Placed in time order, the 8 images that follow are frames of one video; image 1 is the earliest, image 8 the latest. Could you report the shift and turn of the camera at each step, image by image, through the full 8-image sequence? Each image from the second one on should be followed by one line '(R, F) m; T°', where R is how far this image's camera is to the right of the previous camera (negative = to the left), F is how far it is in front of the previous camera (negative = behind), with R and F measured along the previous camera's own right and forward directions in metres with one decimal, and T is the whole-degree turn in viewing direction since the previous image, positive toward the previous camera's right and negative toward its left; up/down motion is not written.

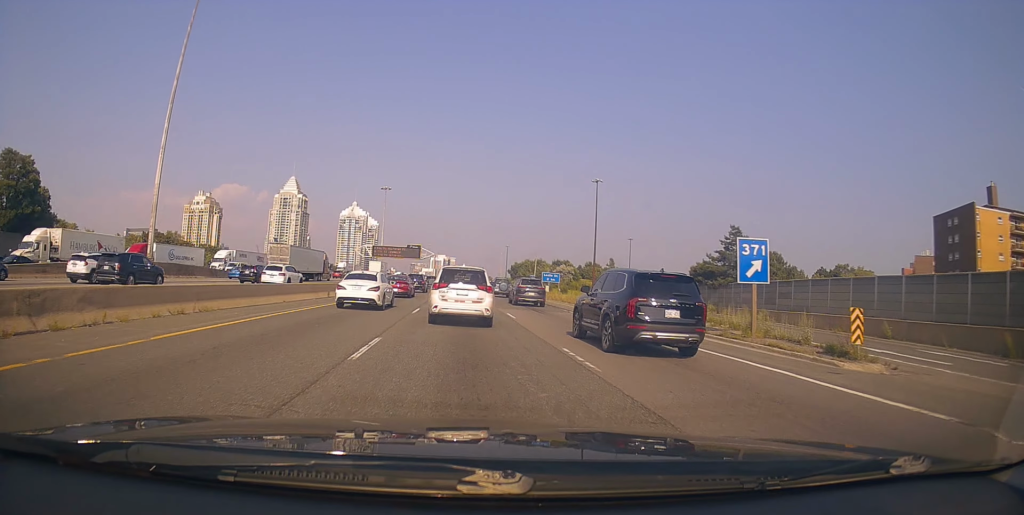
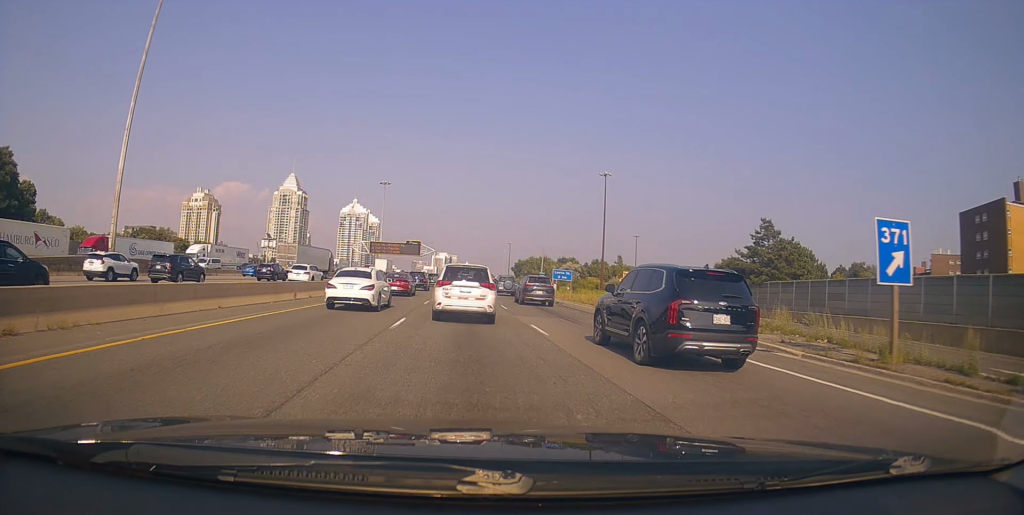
(-0.4, +6.9) m; +1°
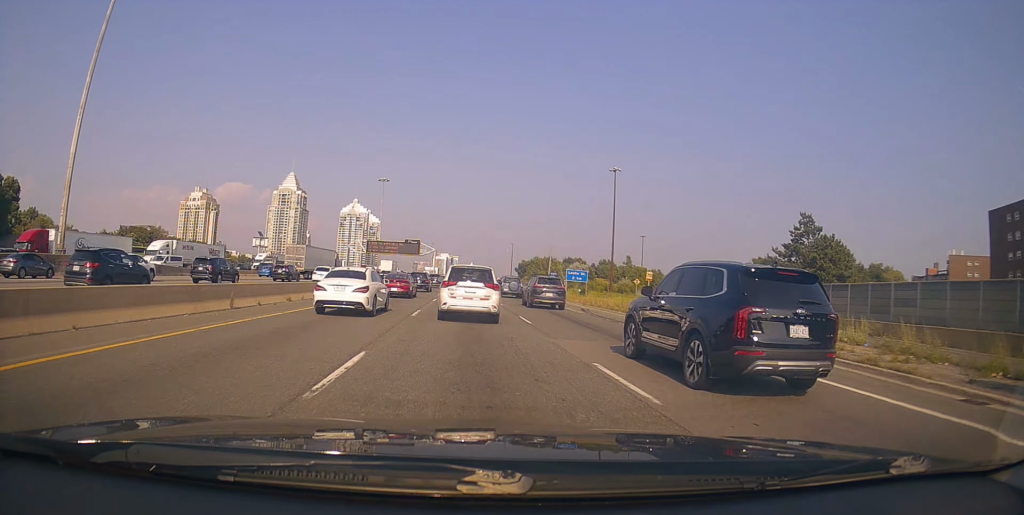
(+0.4, +7.7) m; 0°
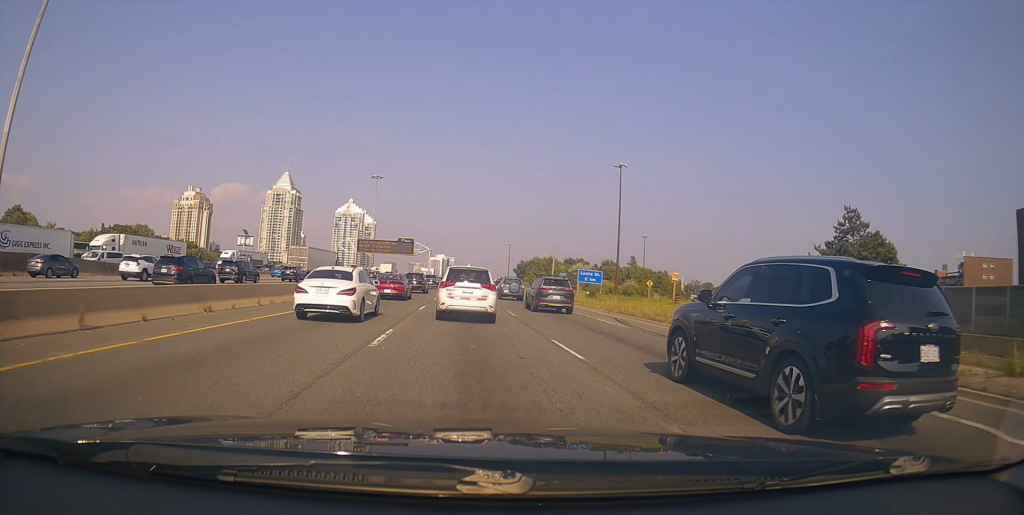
(-0.1, +8.0) m; 0°
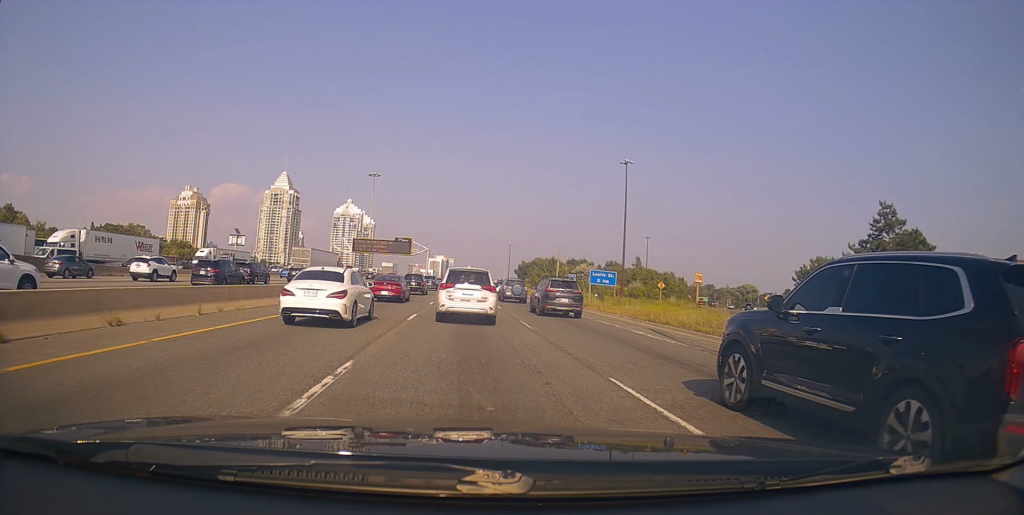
(-0.3, +4.9) m; 0°
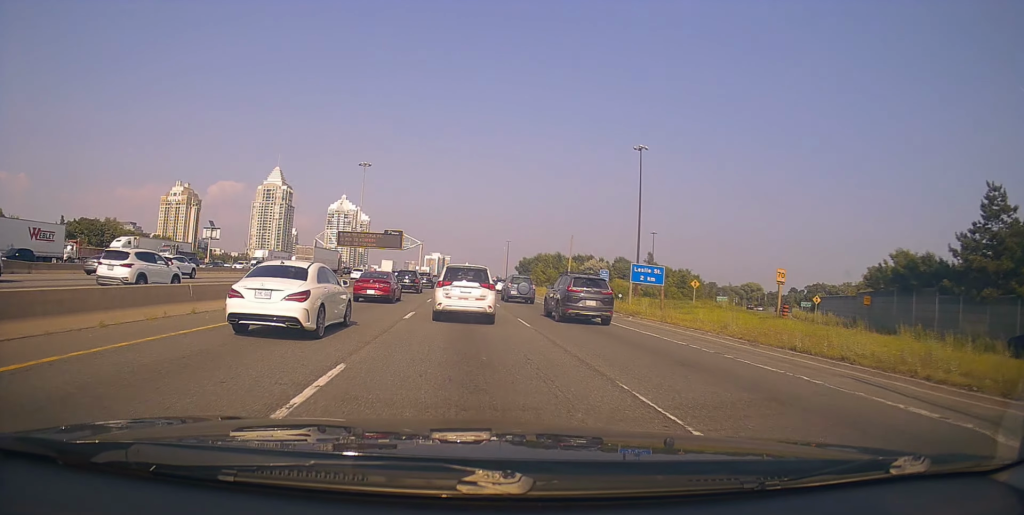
(+0.5, +12.4) m; +1°
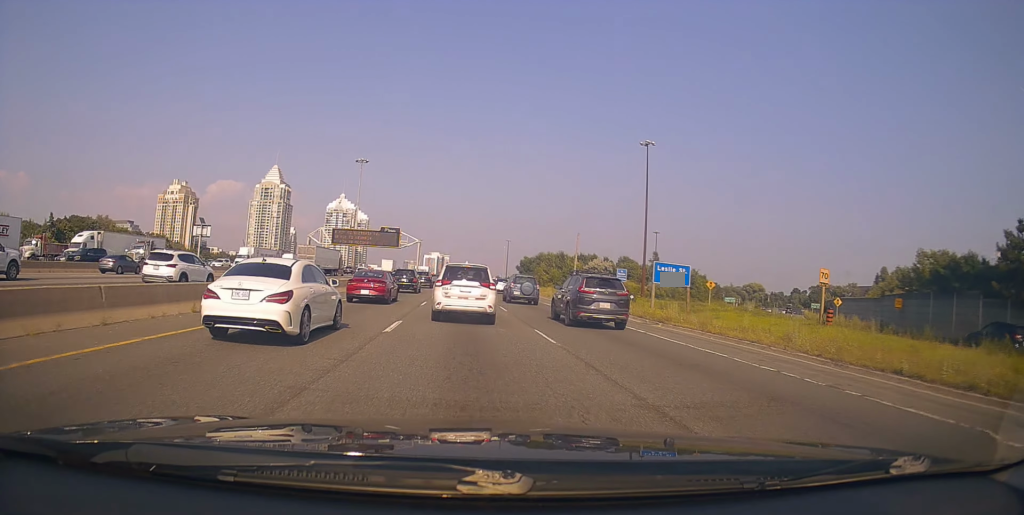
(-0.3, +4.5) m; 0°
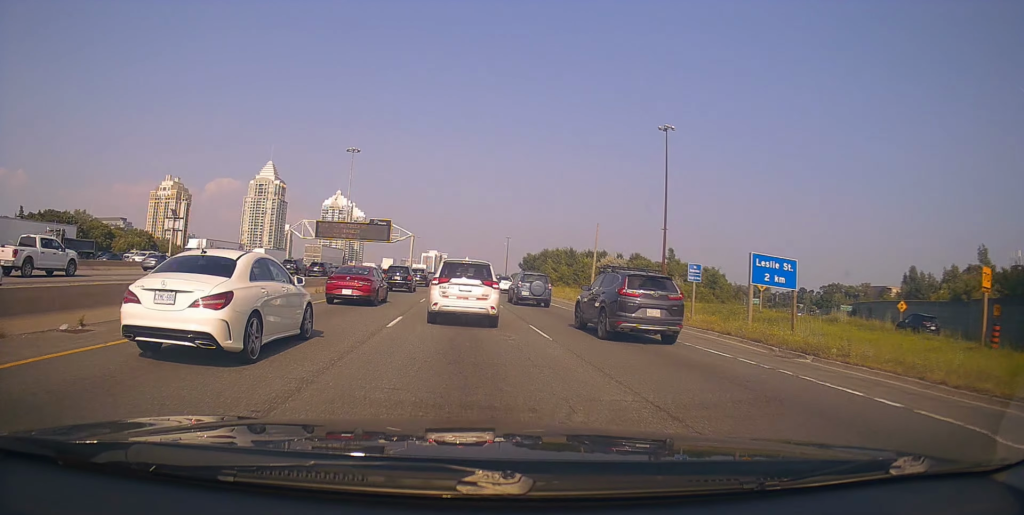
(+0.4, +12.3) m; -1°
